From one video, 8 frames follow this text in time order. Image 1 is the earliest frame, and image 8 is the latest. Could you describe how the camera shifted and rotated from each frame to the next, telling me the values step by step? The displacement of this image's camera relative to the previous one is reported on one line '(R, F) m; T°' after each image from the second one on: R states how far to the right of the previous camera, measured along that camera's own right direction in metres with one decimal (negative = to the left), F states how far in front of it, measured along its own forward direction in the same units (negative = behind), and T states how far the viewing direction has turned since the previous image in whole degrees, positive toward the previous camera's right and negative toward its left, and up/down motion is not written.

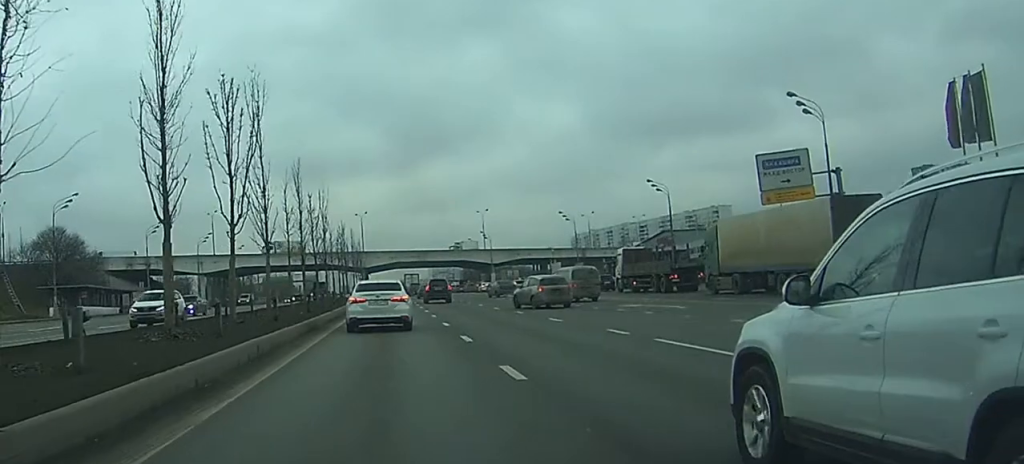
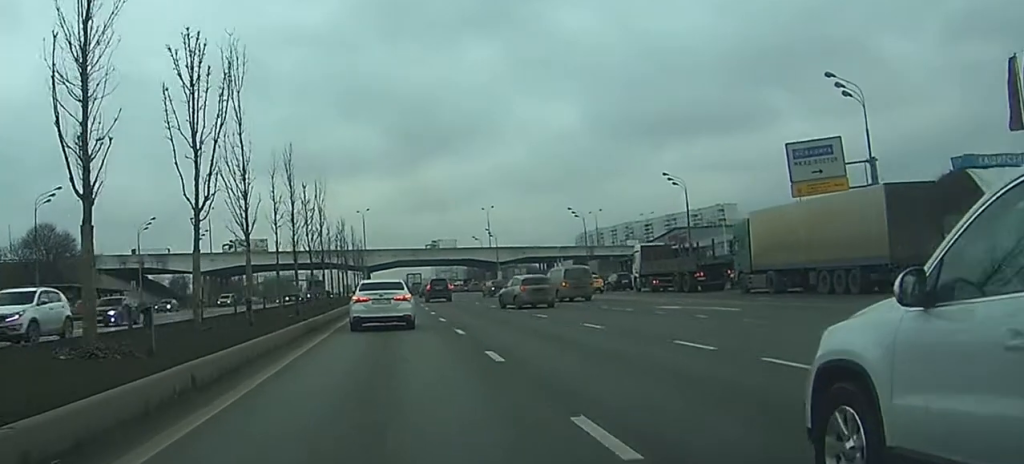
(-0.1, +5.6) m; 0°
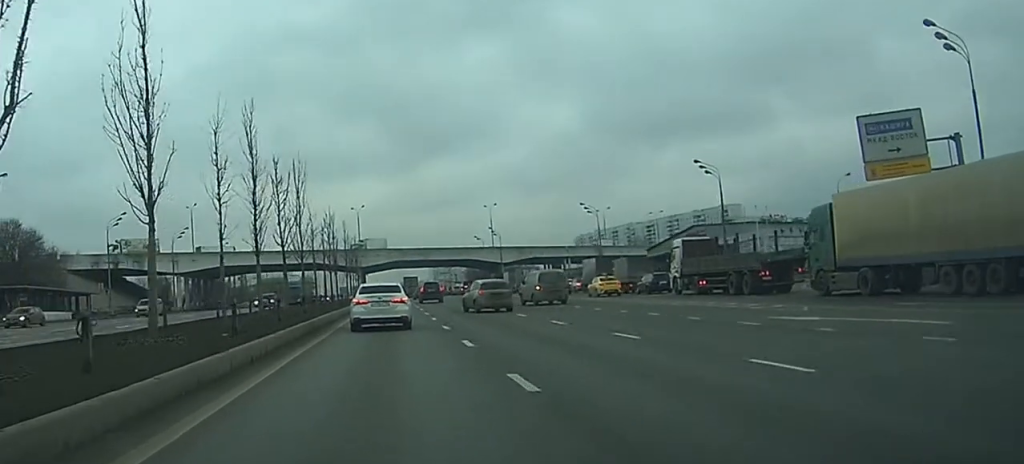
(-0.1, +12.1) m; 0°
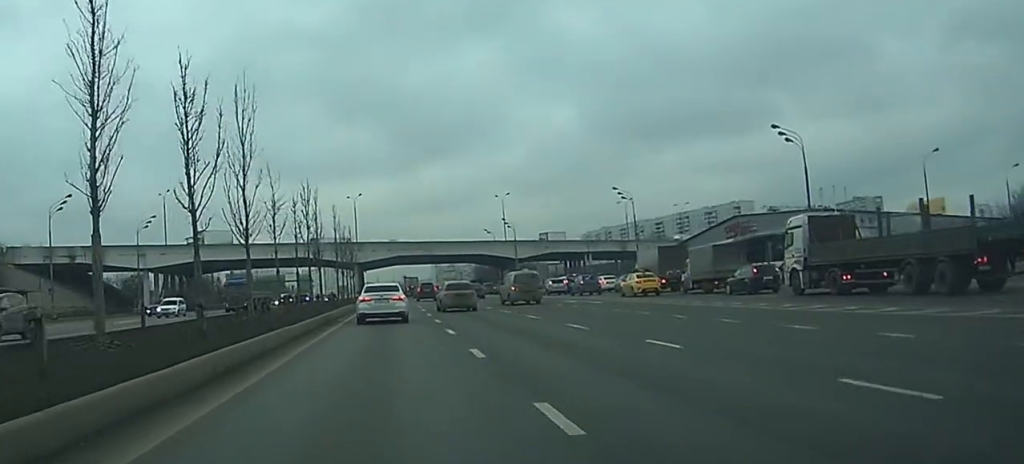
(-0.2, +18.9) m; -1°
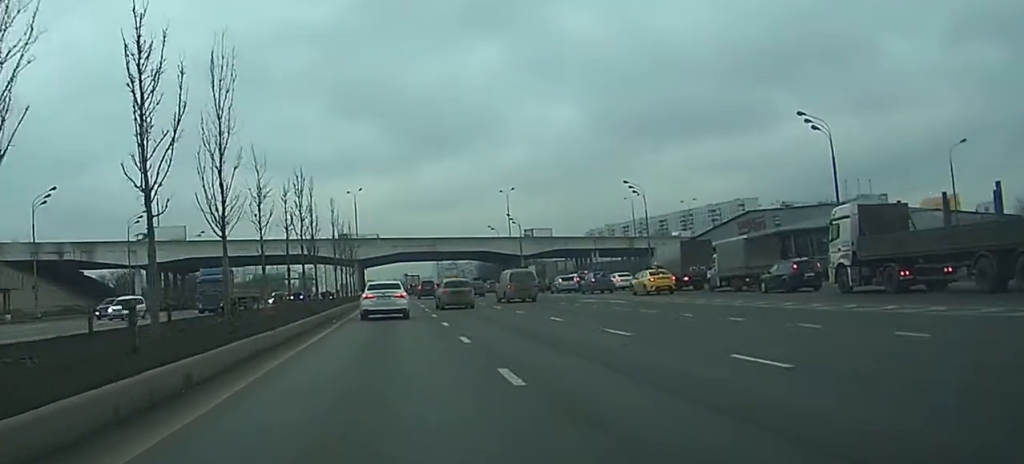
(0.0, +4.4) m; 0°
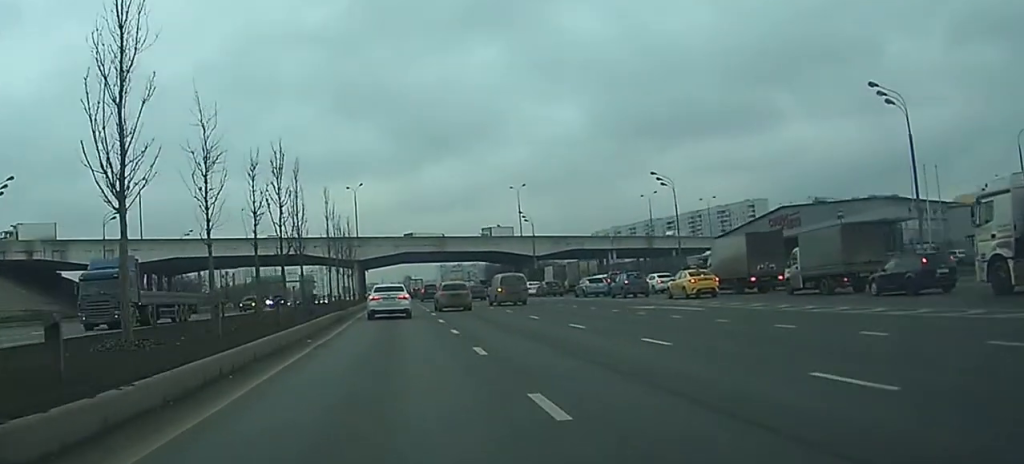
(0.0, +10.1) m; 0°
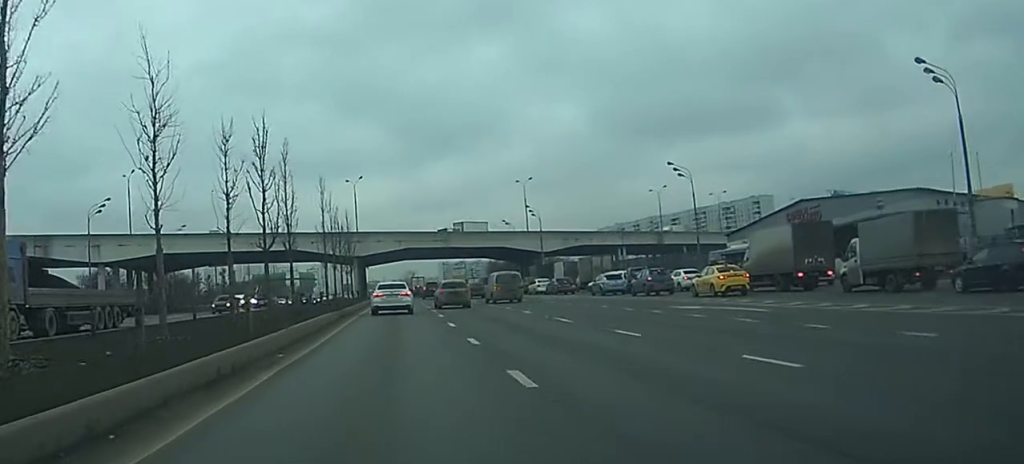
(0.0, +5.4) m; 0°
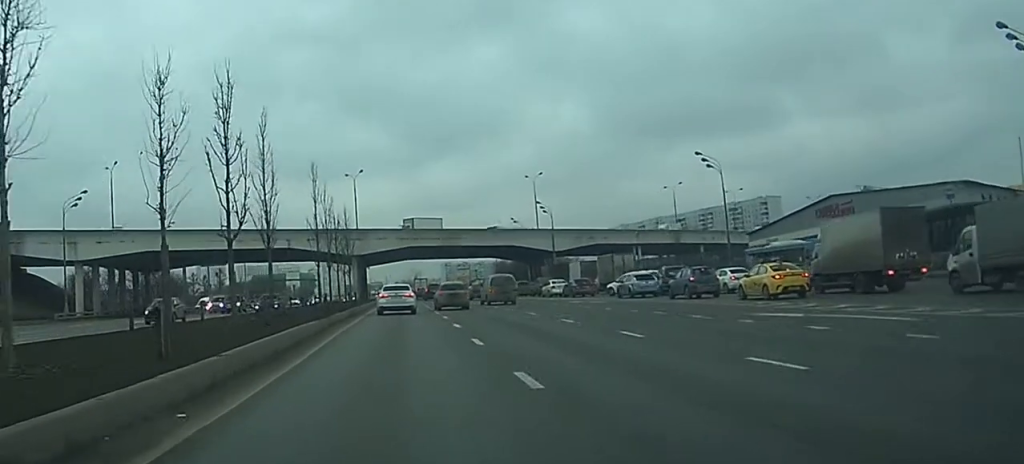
(0.0, +7.8) m; 0°
